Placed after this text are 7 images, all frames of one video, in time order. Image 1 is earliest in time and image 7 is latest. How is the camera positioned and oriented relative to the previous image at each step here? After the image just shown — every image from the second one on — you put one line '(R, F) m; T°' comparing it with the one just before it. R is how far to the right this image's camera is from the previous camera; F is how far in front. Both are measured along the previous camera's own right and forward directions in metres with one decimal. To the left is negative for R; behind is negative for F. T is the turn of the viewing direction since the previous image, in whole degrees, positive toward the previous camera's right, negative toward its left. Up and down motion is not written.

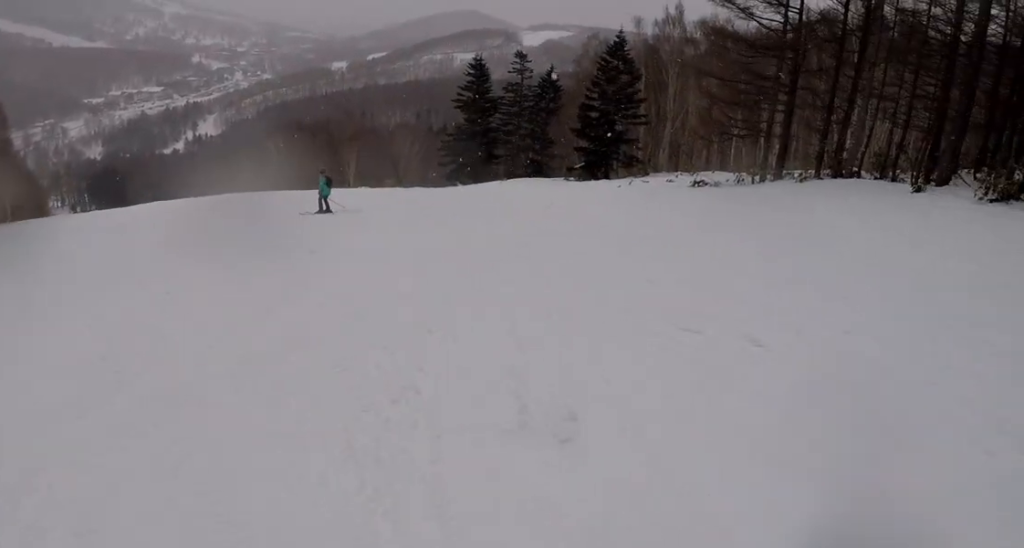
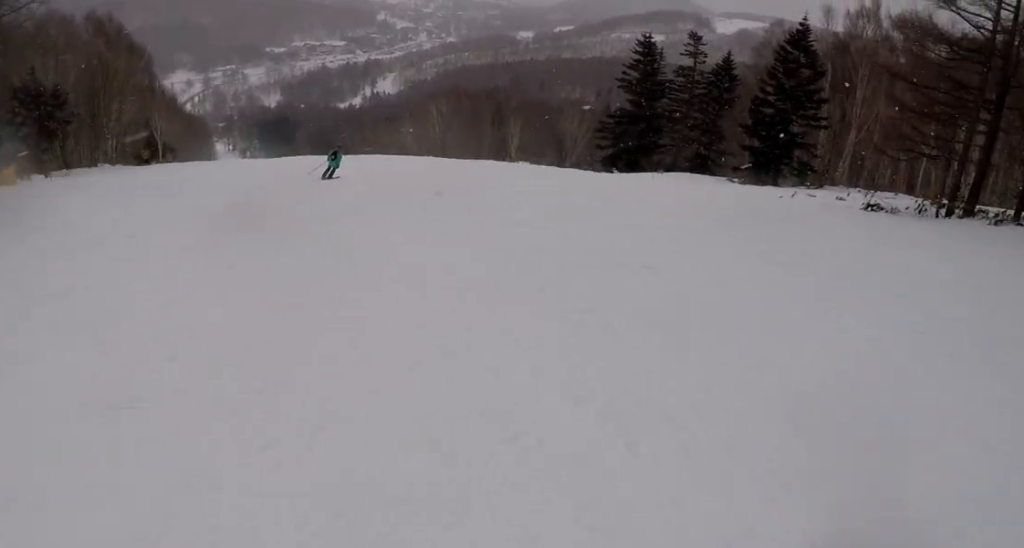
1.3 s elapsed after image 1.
(+0.5, +5.2) m; +2°
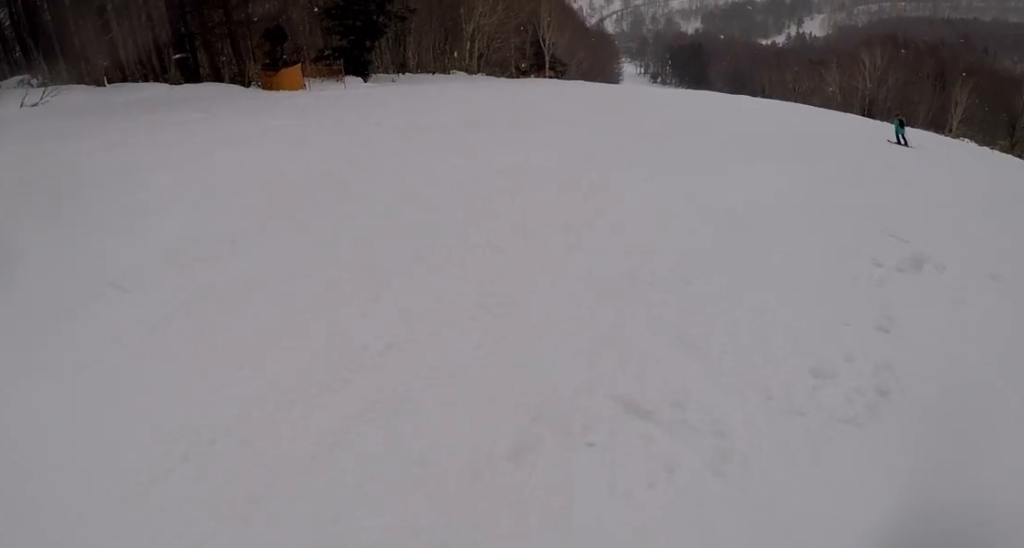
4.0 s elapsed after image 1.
(-6.2, +9.5) m; -51°
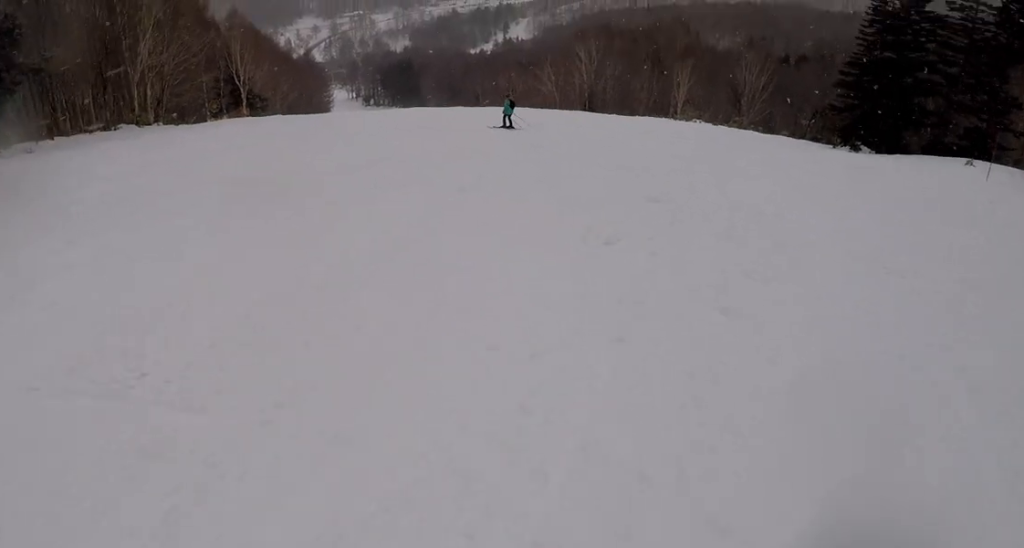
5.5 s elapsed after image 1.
(+1.3, +7.6) m; +9°
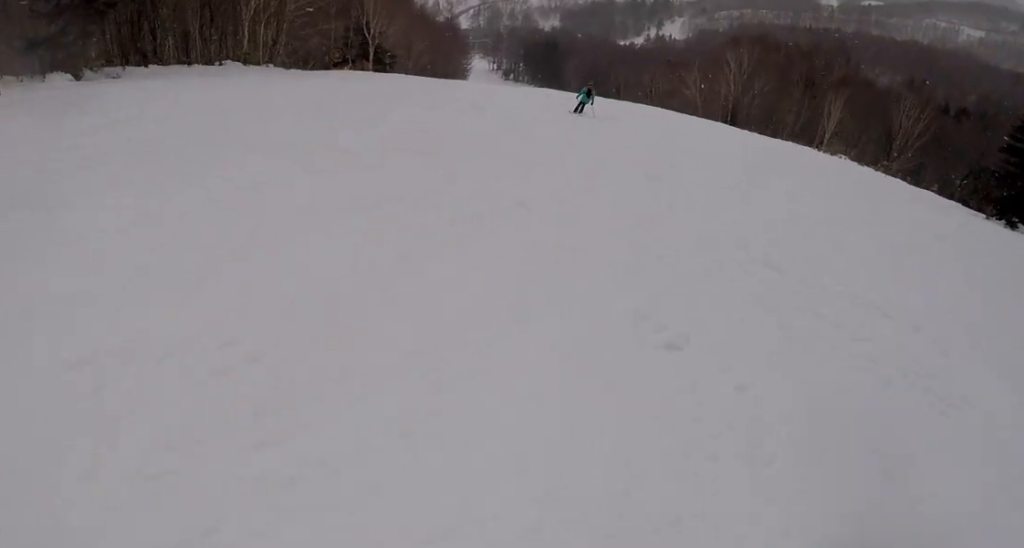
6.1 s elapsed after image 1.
(0.0, +2.7) m; -6°
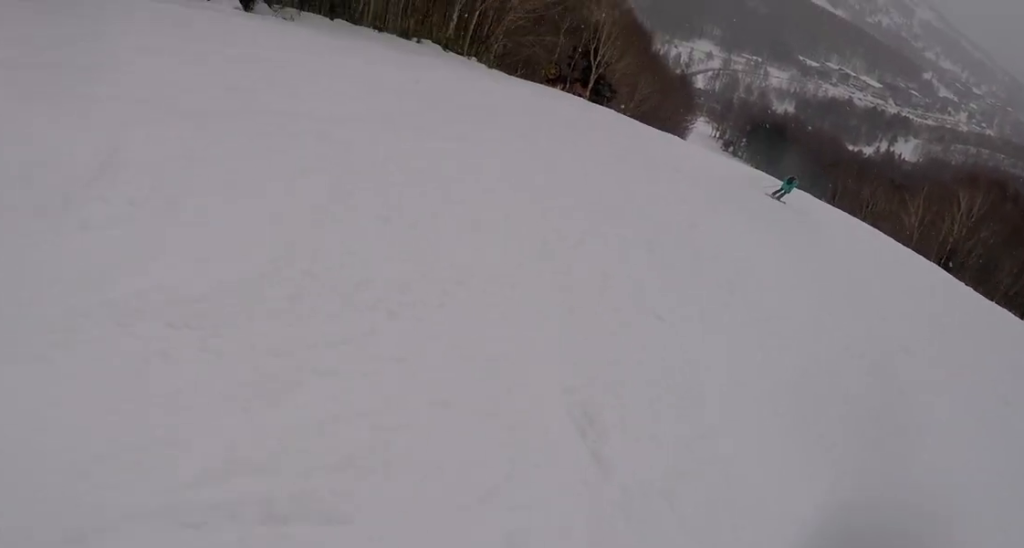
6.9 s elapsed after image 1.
(-0.5, +4.6) m; -7°
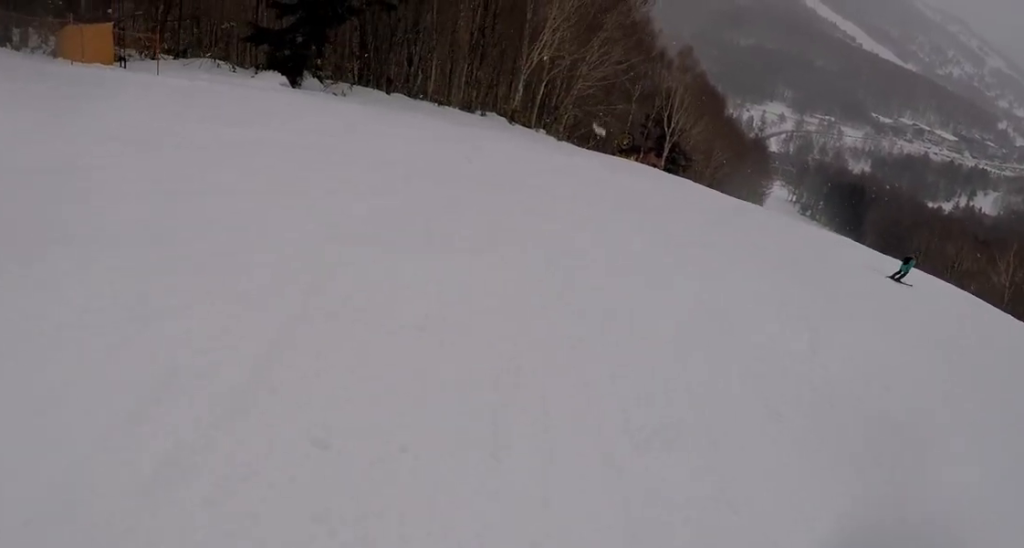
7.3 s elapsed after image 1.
(-0.1, +2.5) m; -1°
